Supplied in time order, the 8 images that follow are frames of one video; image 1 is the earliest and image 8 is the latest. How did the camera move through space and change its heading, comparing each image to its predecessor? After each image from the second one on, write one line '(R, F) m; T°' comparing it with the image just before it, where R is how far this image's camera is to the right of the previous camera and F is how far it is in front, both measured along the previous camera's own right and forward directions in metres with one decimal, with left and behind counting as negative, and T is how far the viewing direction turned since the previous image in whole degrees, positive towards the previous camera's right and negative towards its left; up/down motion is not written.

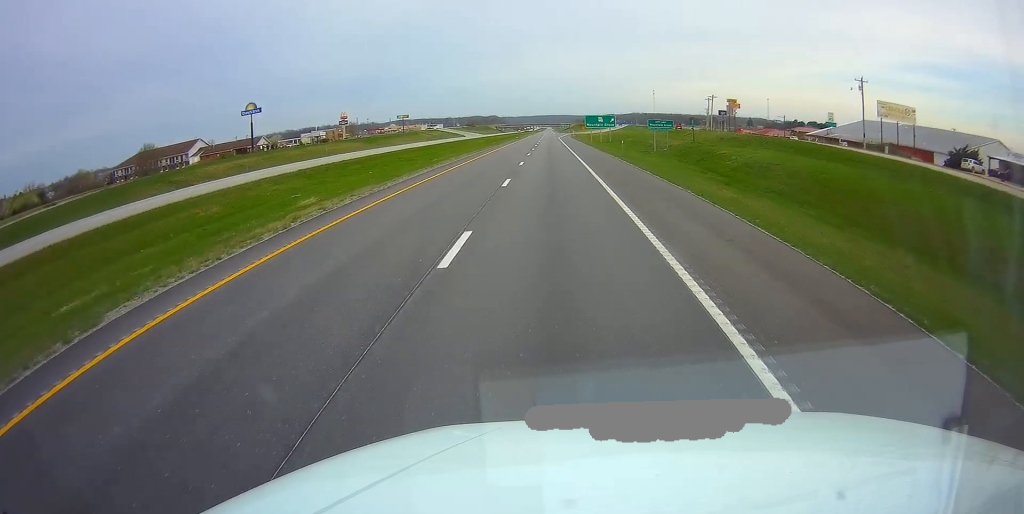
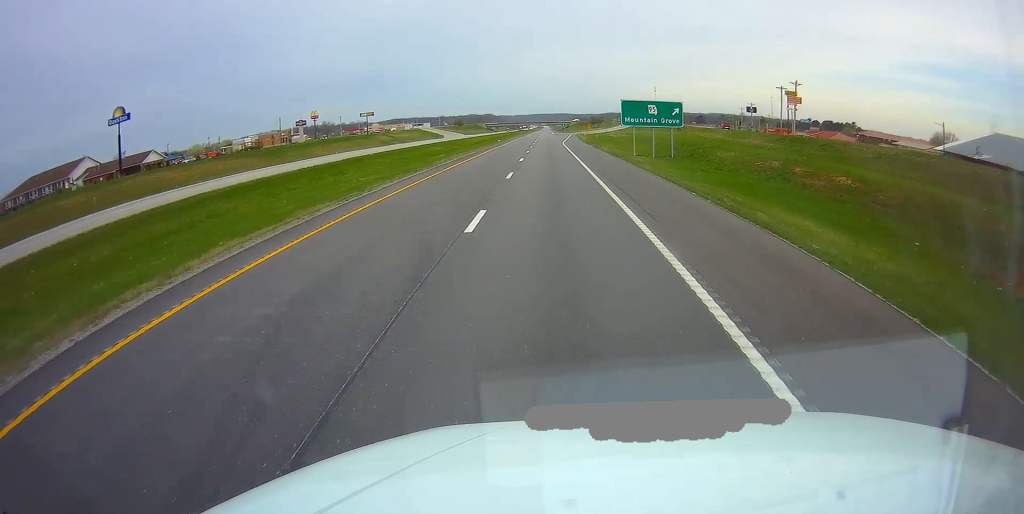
(+0.3, +57.5) m; 0°
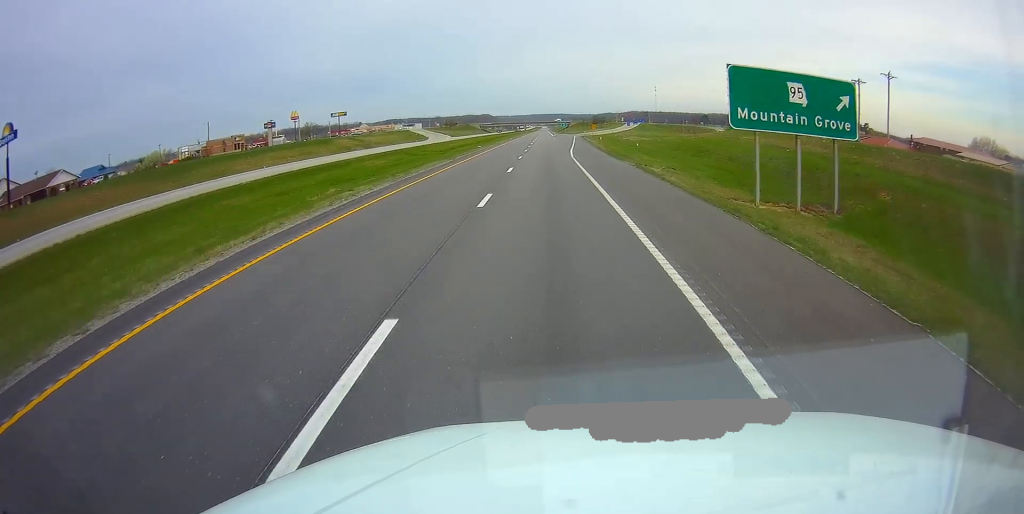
(0.0, +32.6) m; 0°
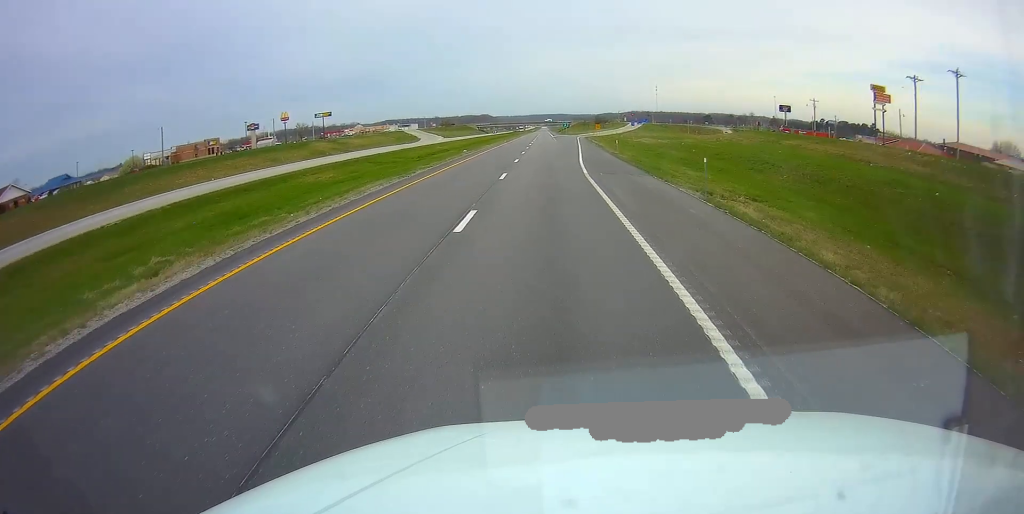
(-0.1, +15.8) m; 0°
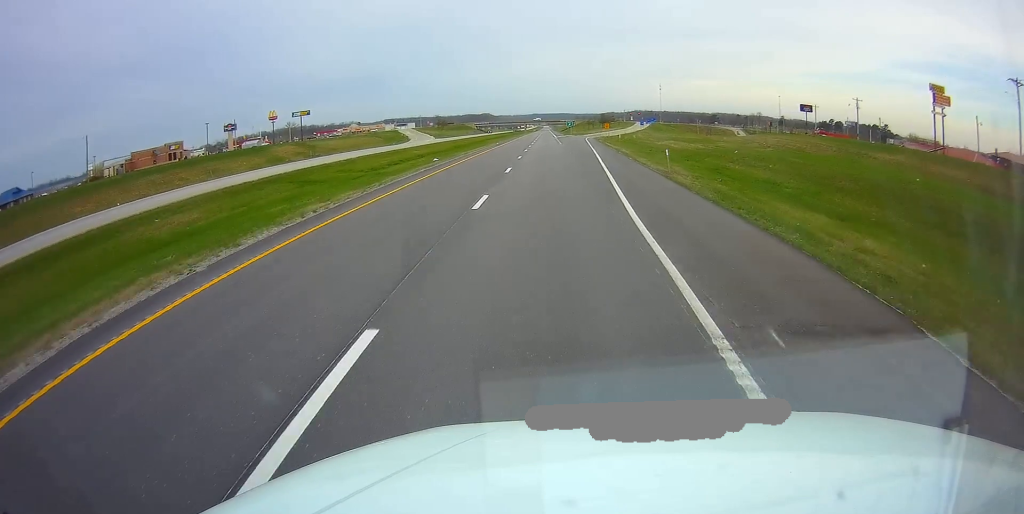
(0.0, +21.0) m; 0°
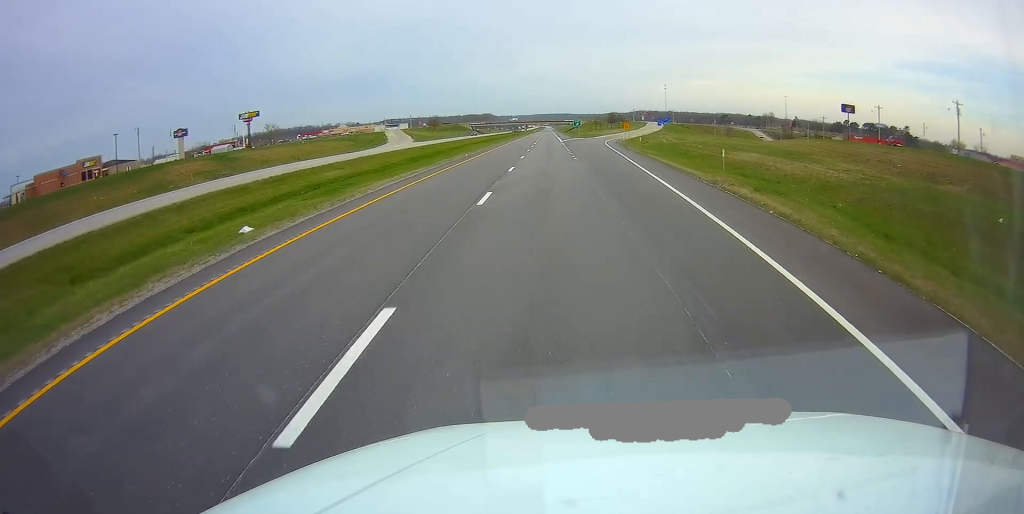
(+0.1, +35.5) m; 0°
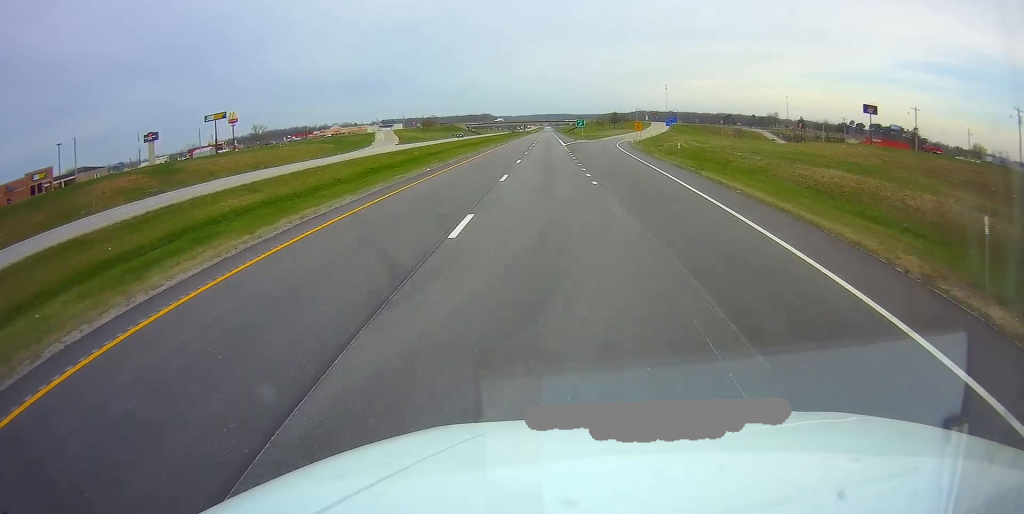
(0.0, +16.7) m; 0°
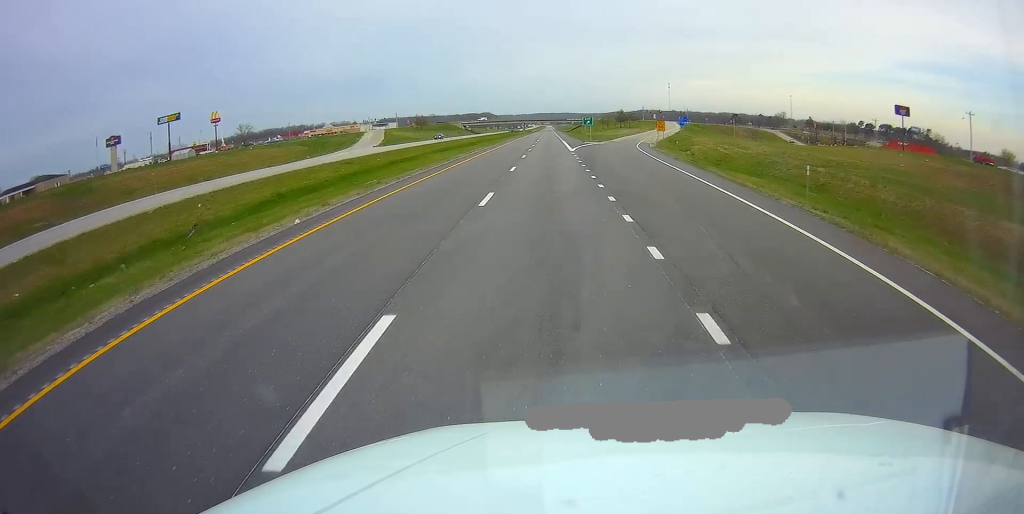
(0.0, +19.9) m; 0°
